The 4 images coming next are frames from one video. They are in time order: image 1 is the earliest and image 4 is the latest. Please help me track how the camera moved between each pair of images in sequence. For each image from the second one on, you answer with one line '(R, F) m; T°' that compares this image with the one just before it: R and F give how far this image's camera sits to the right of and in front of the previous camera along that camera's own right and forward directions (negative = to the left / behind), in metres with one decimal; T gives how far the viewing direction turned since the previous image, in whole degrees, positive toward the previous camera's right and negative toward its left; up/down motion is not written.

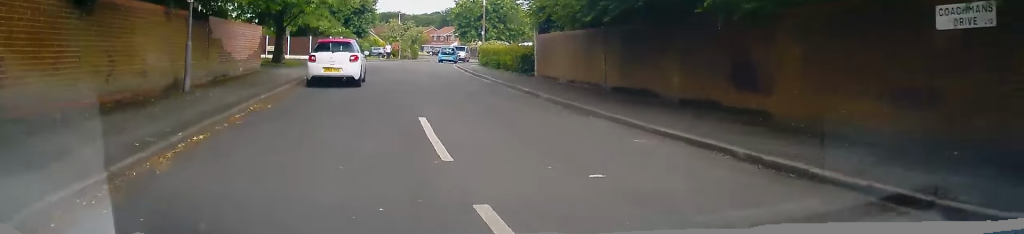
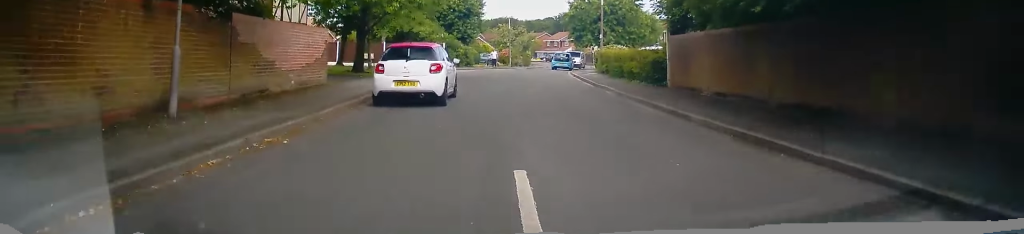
(-0.5, +3.8) m; -5°
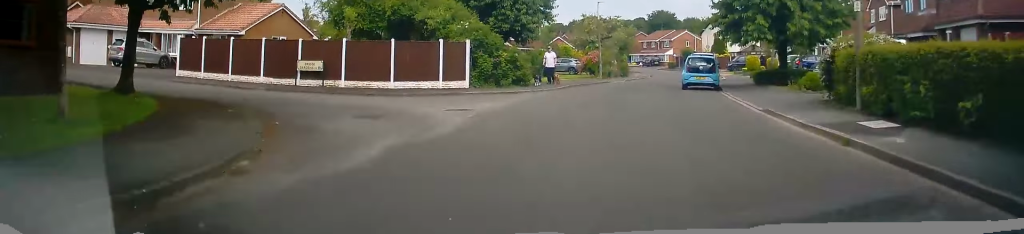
(-1.6, +22.4) m; -7°
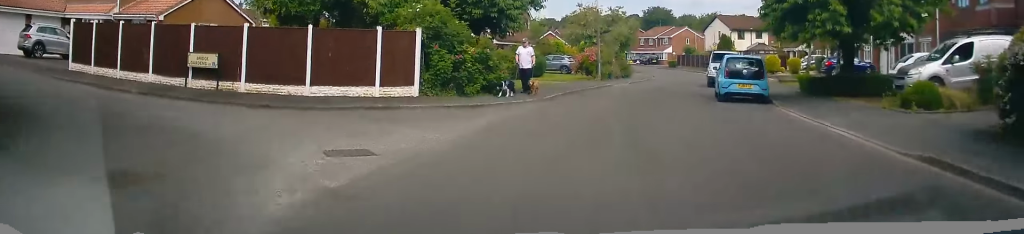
(+0.2, +7.2) m; 0°
